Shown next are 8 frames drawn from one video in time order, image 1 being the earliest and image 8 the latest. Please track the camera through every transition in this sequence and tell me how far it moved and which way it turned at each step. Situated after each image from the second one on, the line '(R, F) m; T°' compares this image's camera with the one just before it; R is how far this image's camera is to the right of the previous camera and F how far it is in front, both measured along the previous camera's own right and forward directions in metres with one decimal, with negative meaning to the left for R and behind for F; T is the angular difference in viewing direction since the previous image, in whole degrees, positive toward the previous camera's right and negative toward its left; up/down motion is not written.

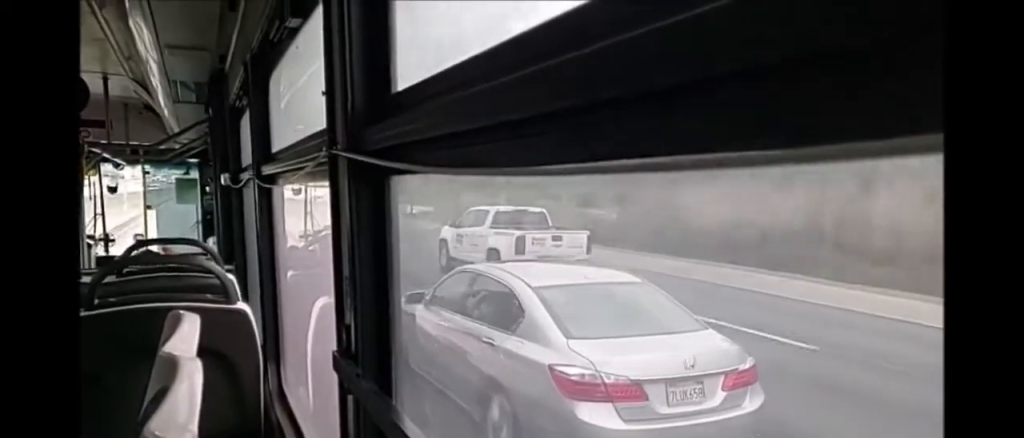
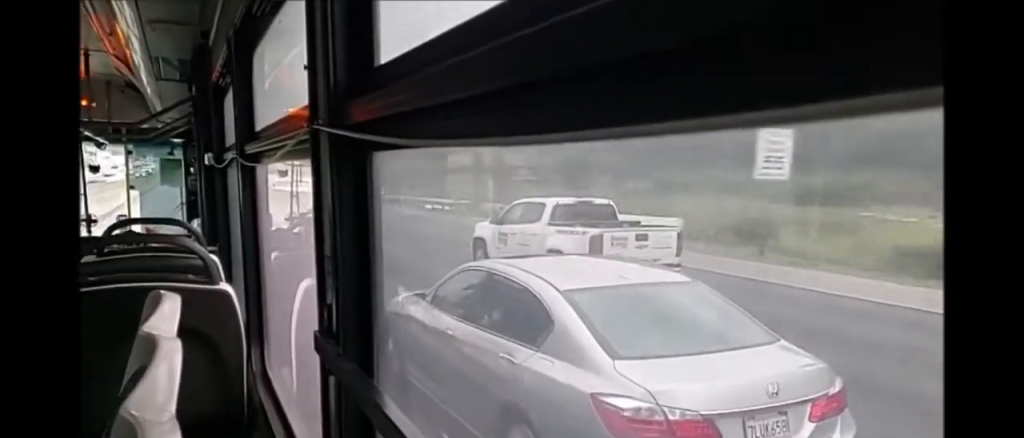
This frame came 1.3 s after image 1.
(-0.2, +39.8) m; 0°
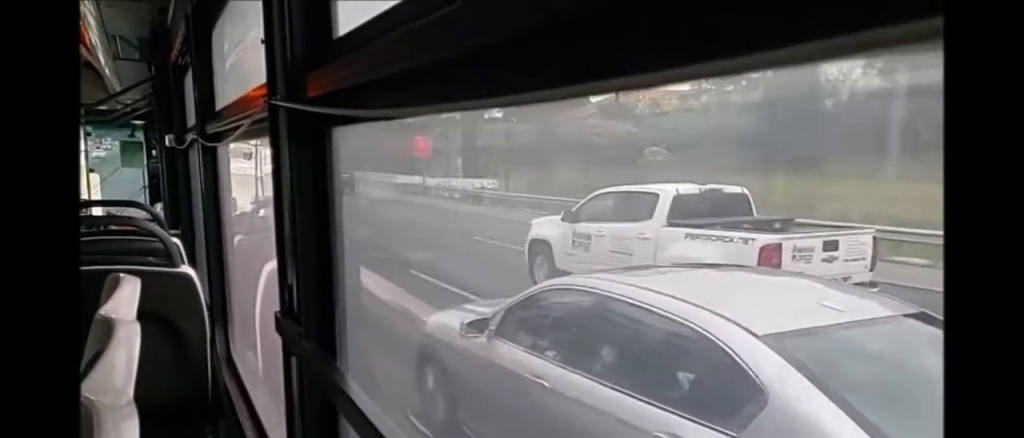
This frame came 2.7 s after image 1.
(0.0, +42.8) m; -1°
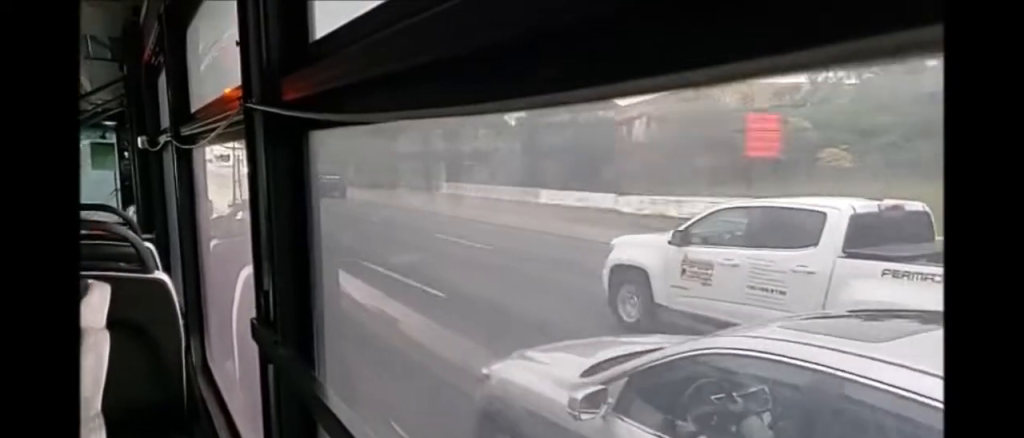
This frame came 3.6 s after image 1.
(-0.2, +26.4) m; -1°
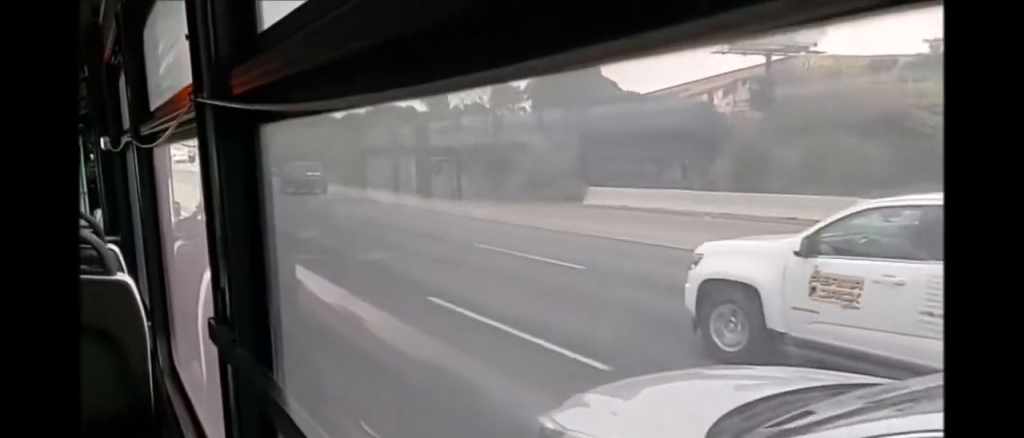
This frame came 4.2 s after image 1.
(-0.1, +19.2) m; 0°
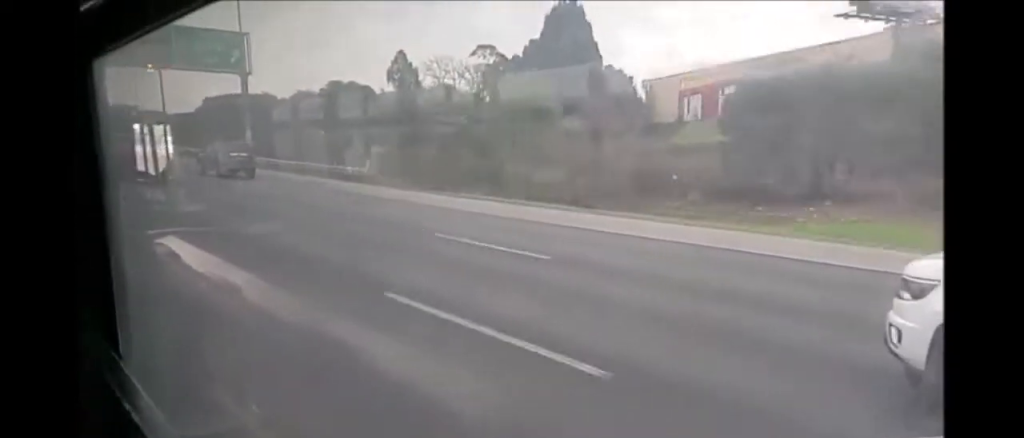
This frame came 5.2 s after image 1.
(+0.3, +29.9) m; +1°
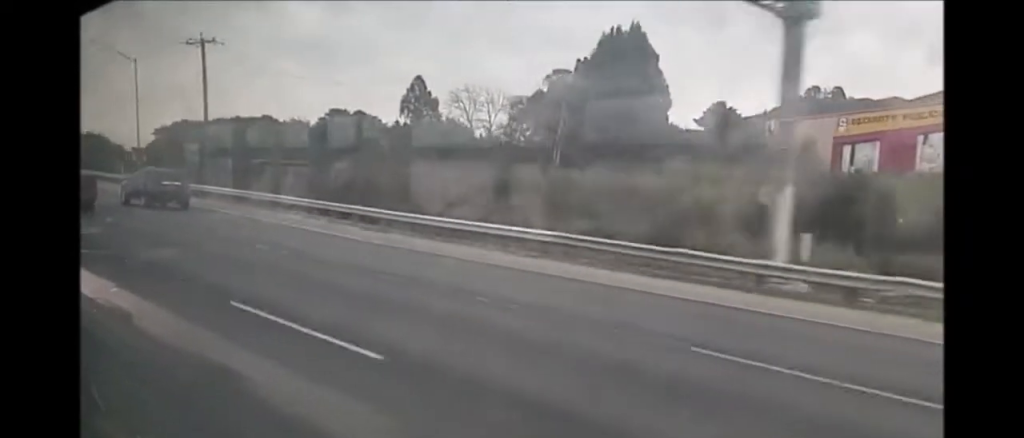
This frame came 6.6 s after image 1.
(+0.1, +41.5) m; -1°
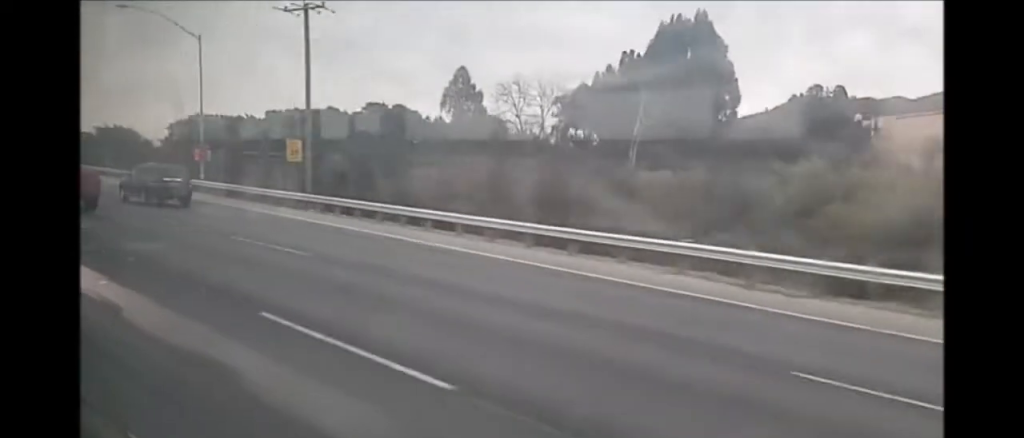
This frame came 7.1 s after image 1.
(-0.1, +15.8) m; 0°
